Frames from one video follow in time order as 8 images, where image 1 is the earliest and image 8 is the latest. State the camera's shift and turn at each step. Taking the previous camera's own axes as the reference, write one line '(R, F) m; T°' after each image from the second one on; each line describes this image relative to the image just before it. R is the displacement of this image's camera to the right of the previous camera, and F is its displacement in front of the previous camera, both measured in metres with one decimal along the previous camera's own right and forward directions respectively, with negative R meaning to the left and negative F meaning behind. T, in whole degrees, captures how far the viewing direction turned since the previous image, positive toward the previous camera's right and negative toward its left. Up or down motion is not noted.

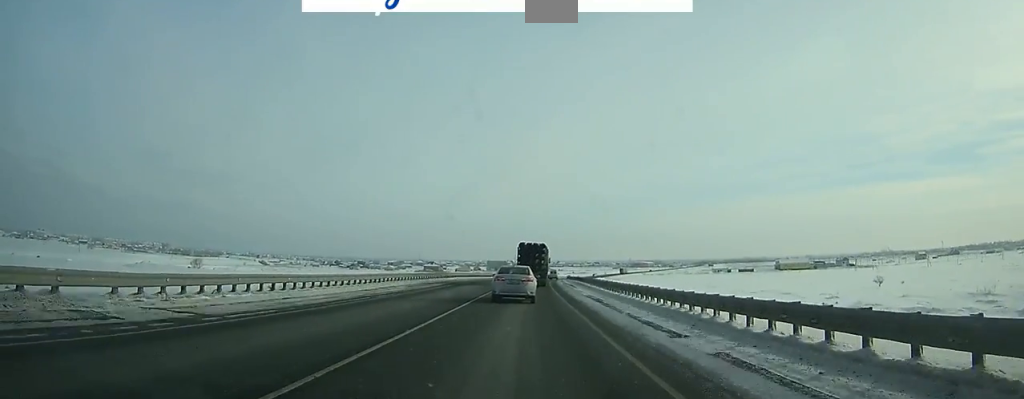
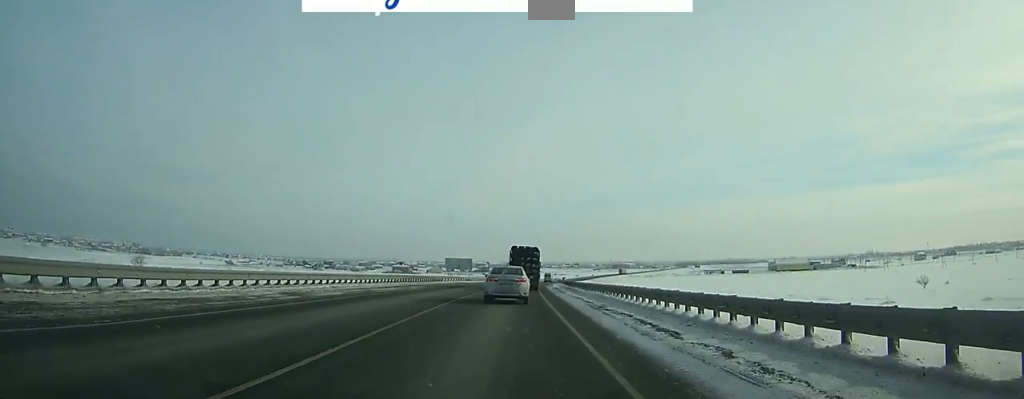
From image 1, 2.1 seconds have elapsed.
(+0.3, +37.4) m; +1°
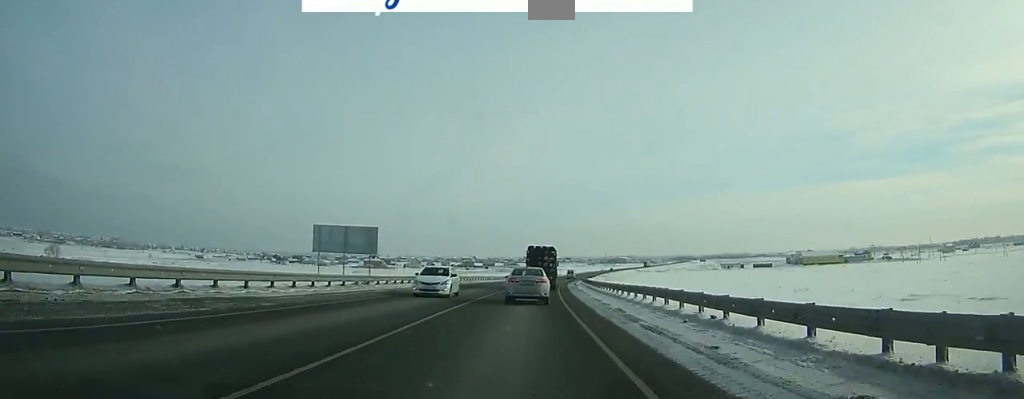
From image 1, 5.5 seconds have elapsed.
(+1.2, +60.5) m; +3°
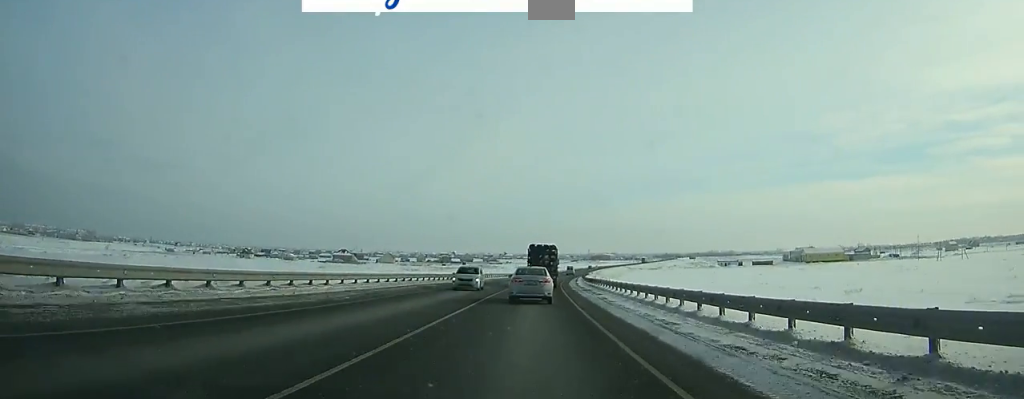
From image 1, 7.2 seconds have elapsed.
(+0.3, +30.2) m; +2°
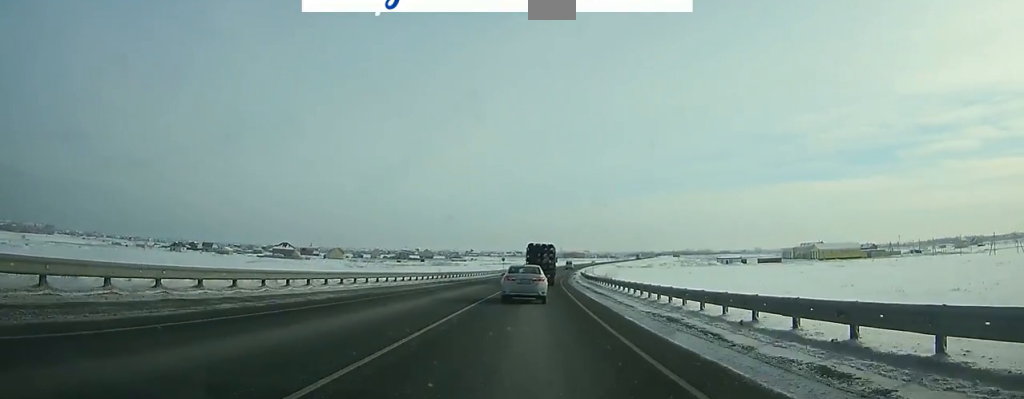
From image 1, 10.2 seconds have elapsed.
(+1.7, +53.2) m; +3°
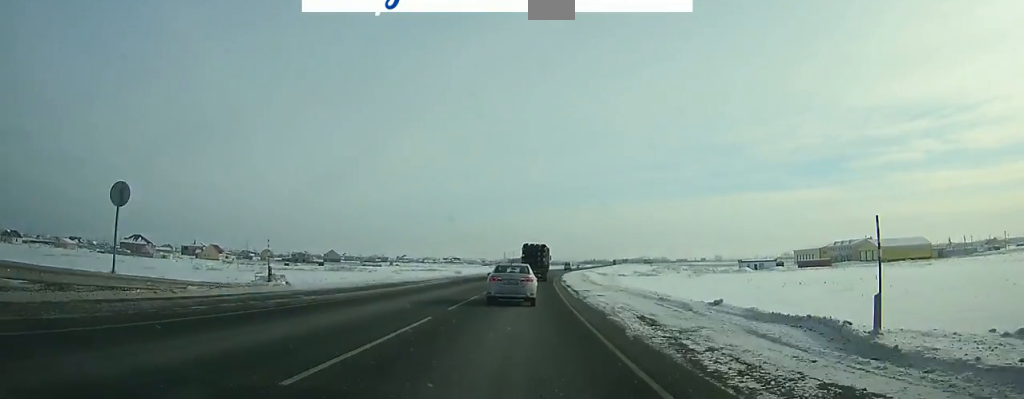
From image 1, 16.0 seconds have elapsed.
(+4.9, +101.7) m; +5°
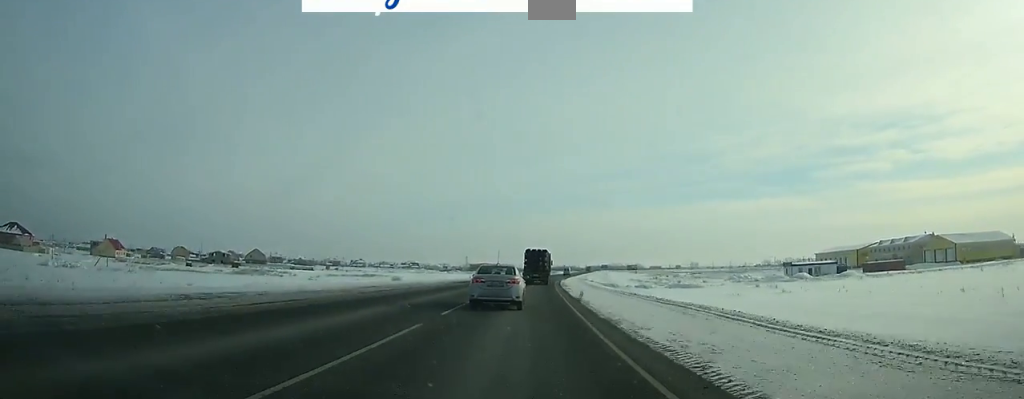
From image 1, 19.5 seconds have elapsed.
(+1.5, +60.8) m; +3°
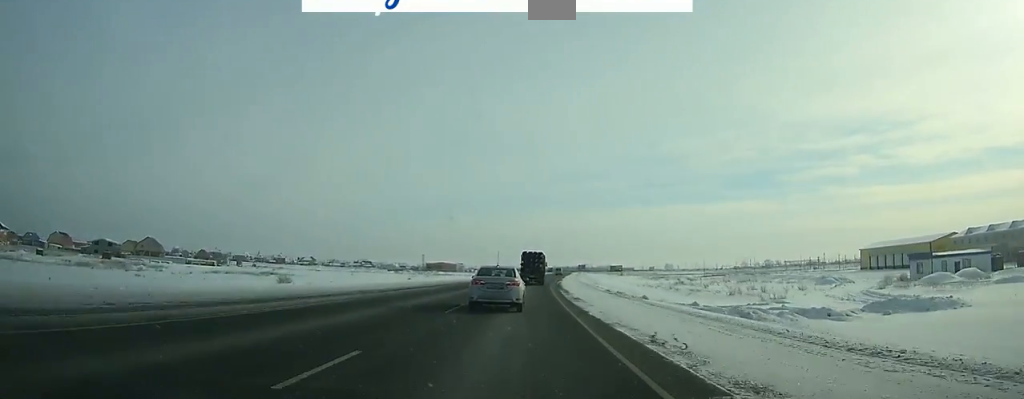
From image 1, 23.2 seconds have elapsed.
(+2.2, +63.8) m; +3°
